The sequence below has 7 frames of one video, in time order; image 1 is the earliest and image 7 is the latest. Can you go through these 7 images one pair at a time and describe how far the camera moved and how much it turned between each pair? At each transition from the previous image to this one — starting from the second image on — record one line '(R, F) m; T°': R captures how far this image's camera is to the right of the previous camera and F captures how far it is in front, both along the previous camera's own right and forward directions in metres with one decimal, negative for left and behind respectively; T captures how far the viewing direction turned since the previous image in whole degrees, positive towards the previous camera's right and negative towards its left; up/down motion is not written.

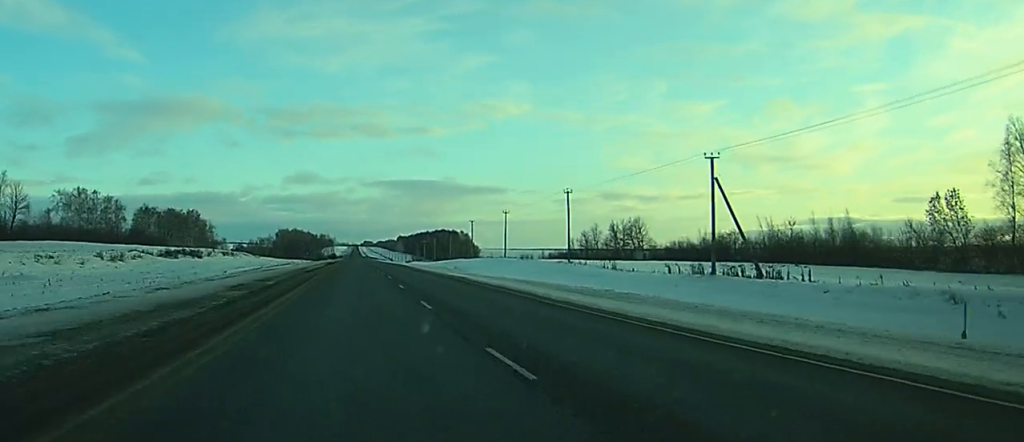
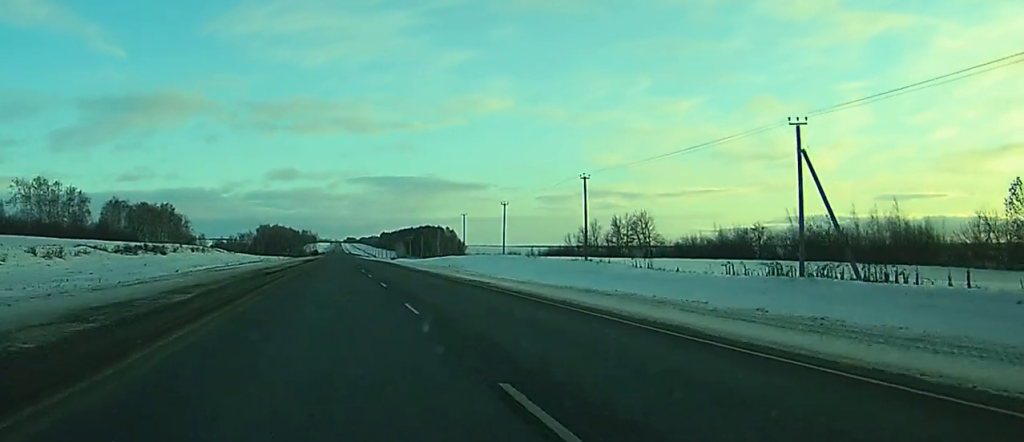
(+0.1, +15.7) m; 0°
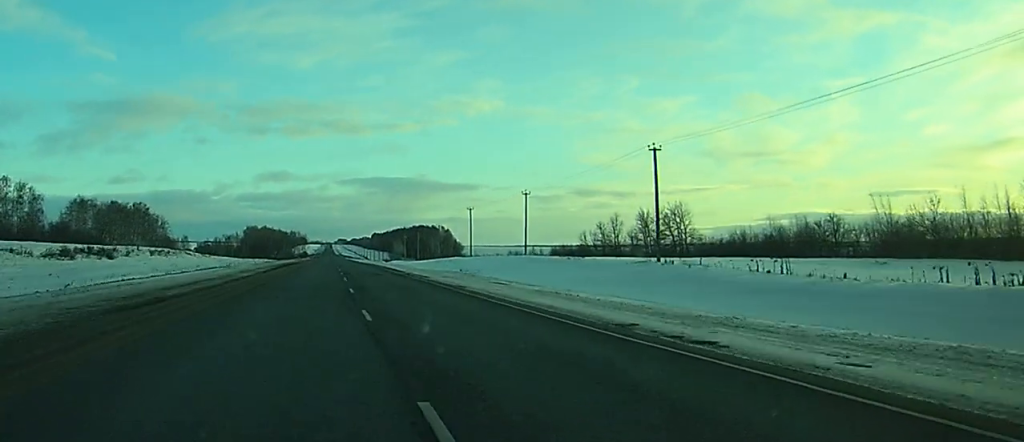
(+0.2, +25.0) m; +1°
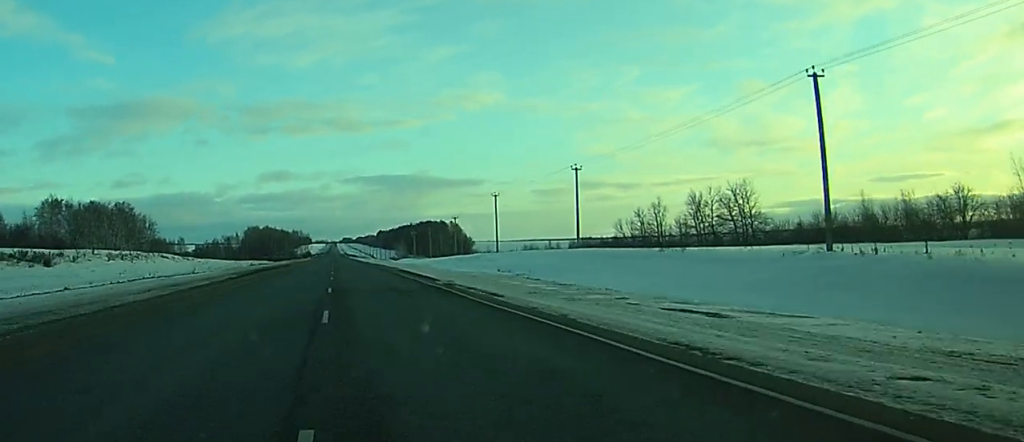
(+0.2, +25.0) m; 0°
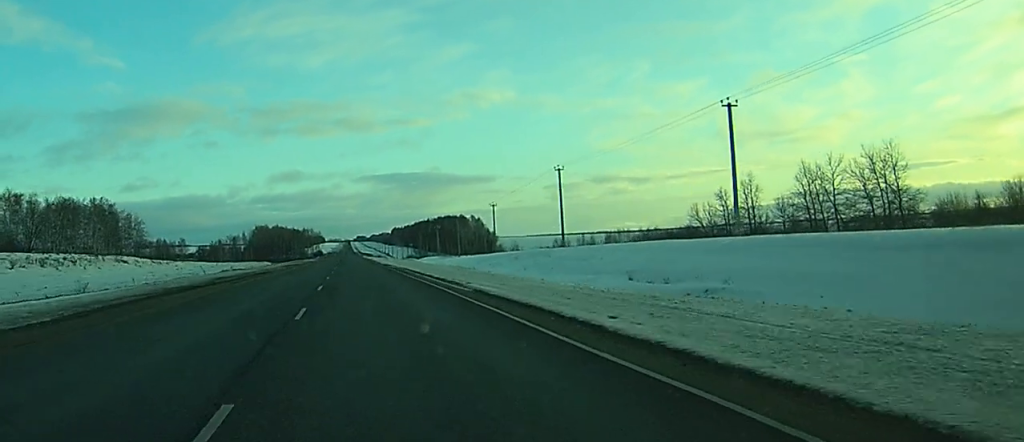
(0.0, +35.1) m; 0°
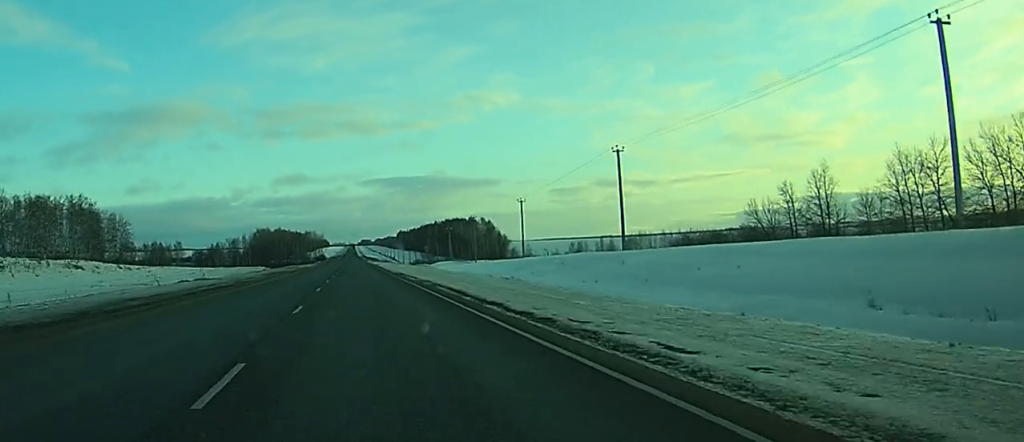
(-0.1, +21.1) m; 0°
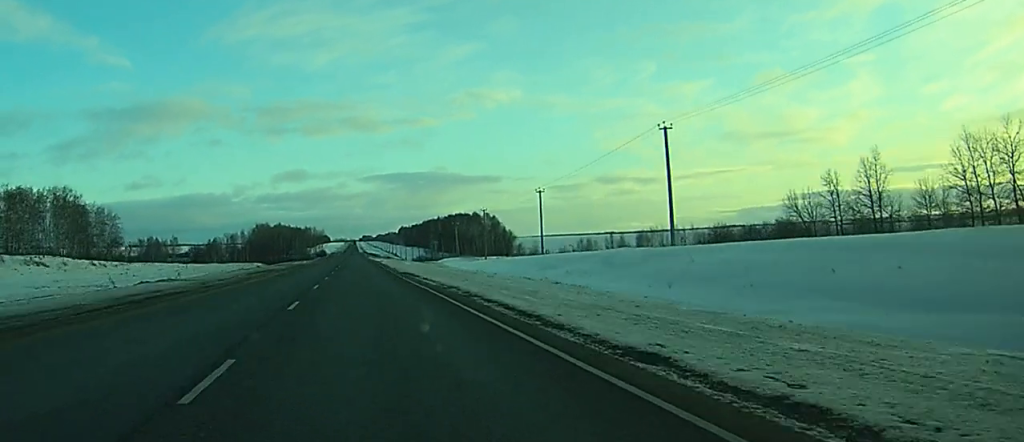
(0.0, +11.9) m; 0°
